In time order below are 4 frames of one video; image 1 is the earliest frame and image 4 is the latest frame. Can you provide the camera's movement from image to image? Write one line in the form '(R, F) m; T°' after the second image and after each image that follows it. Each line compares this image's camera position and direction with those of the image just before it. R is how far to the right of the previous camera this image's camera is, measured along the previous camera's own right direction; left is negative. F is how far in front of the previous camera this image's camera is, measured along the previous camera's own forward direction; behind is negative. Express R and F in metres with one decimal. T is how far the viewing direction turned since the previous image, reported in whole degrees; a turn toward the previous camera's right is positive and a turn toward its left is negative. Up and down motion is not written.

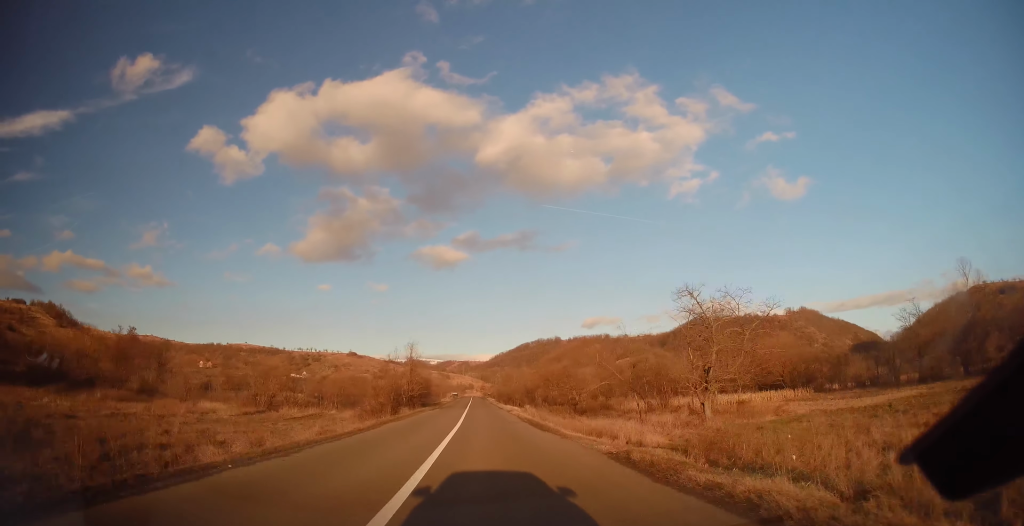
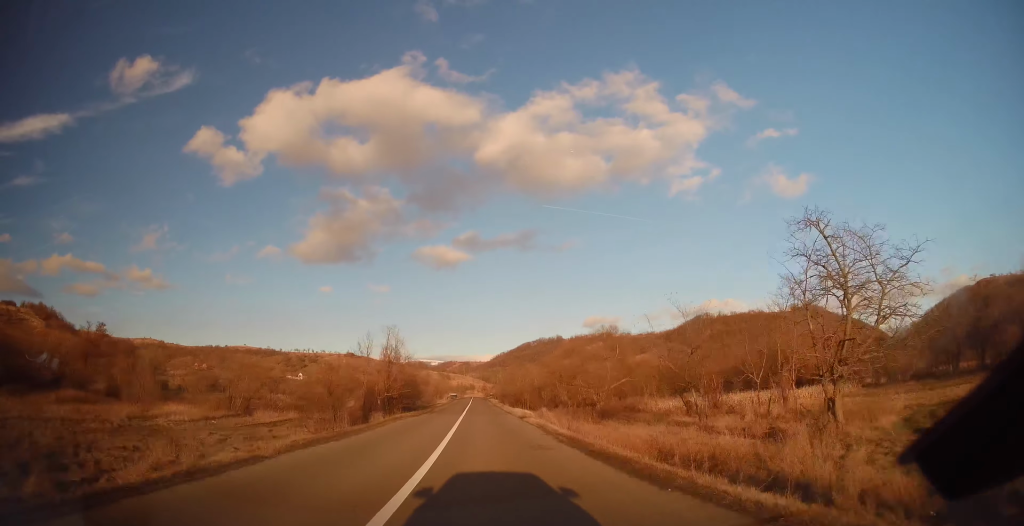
(-0.1, +13.2) m; 0°
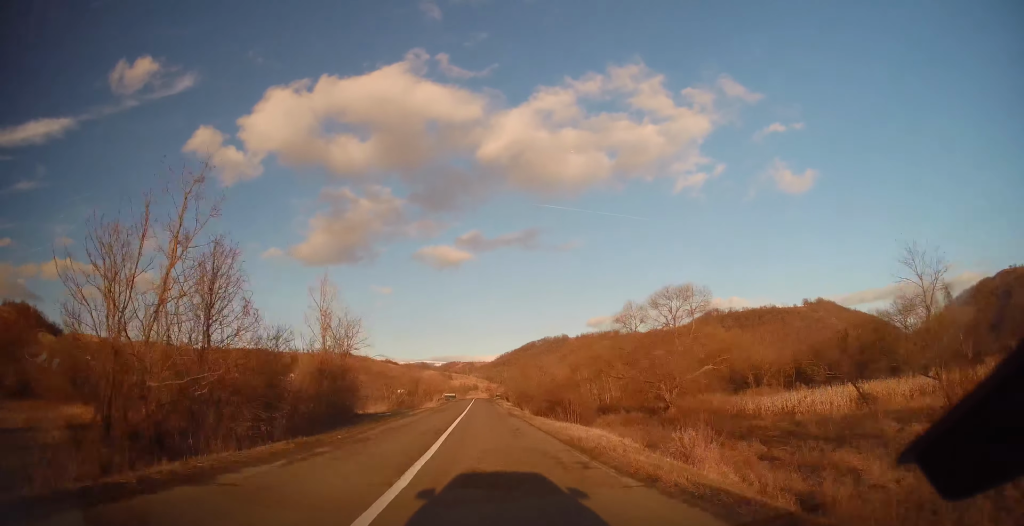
(-0.1, +28.2) m; 0°
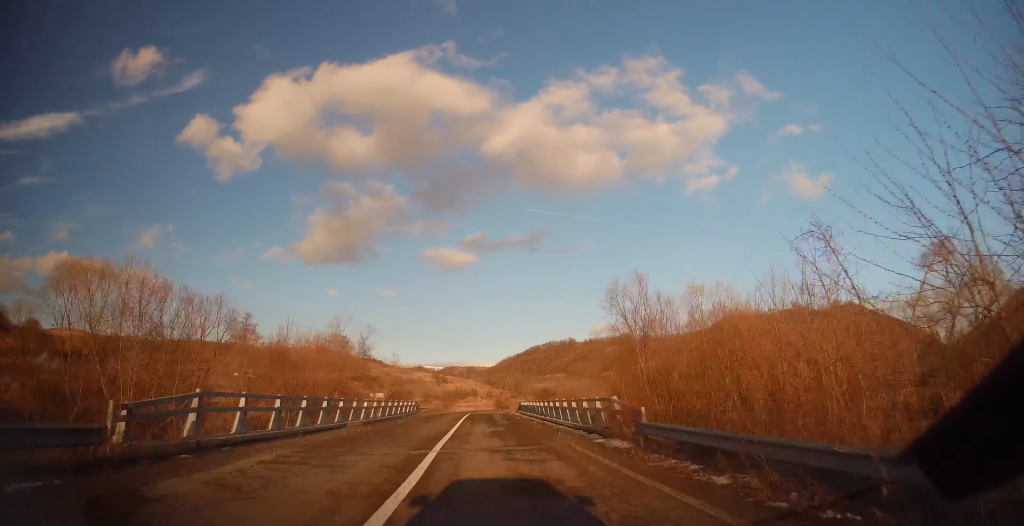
(-0.3, +77.6) m; 0°
